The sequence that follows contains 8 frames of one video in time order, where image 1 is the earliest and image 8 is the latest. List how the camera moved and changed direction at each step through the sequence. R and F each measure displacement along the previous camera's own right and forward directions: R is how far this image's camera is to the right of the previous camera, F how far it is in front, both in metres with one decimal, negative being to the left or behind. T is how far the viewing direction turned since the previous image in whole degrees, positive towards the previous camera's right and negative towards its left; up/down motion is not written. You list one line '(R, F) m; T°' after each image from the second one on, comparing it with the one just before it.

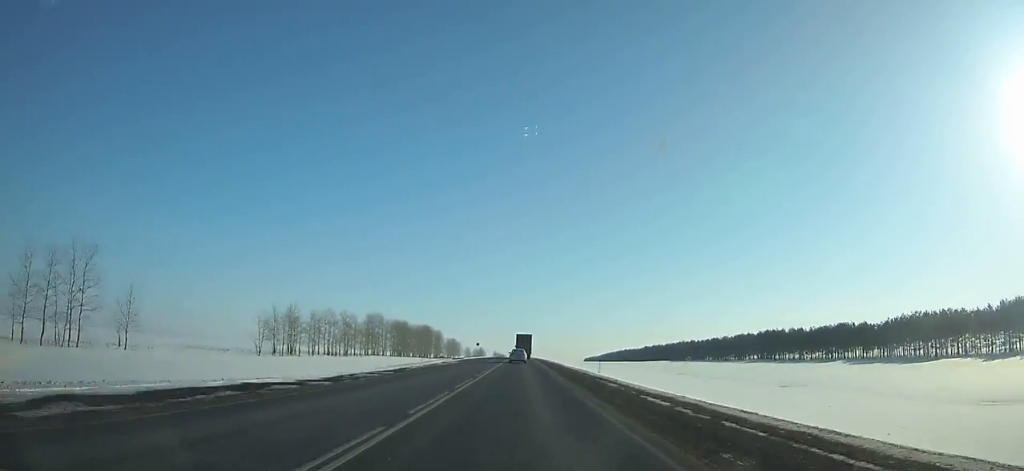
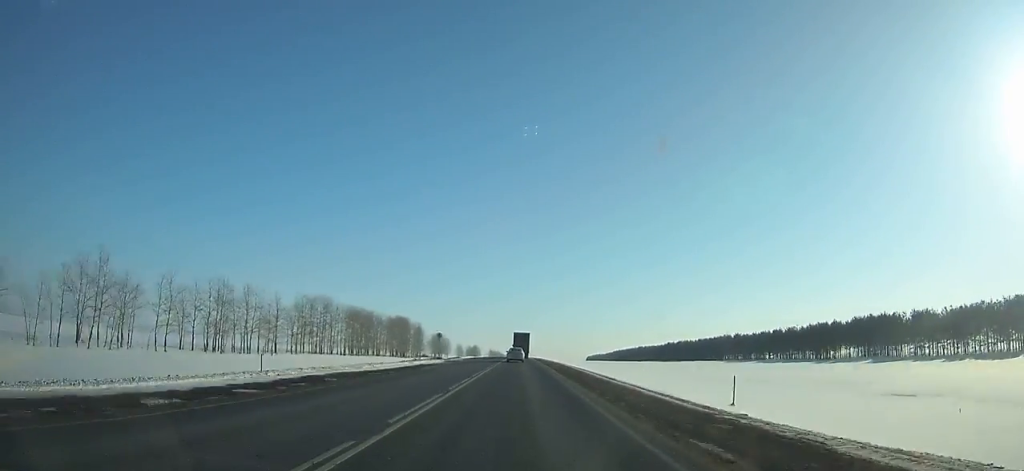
(0.0, +57.0) m; 0°
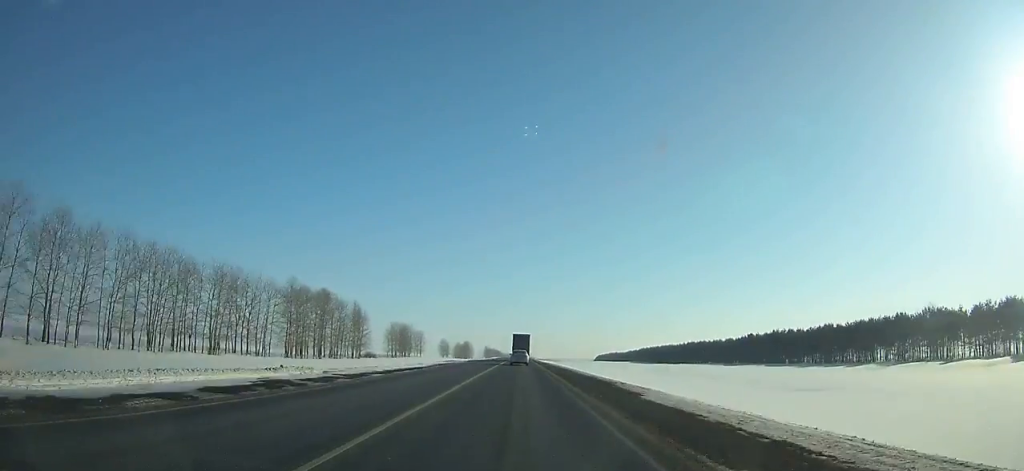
(-0.1, +103.3) m; 0°
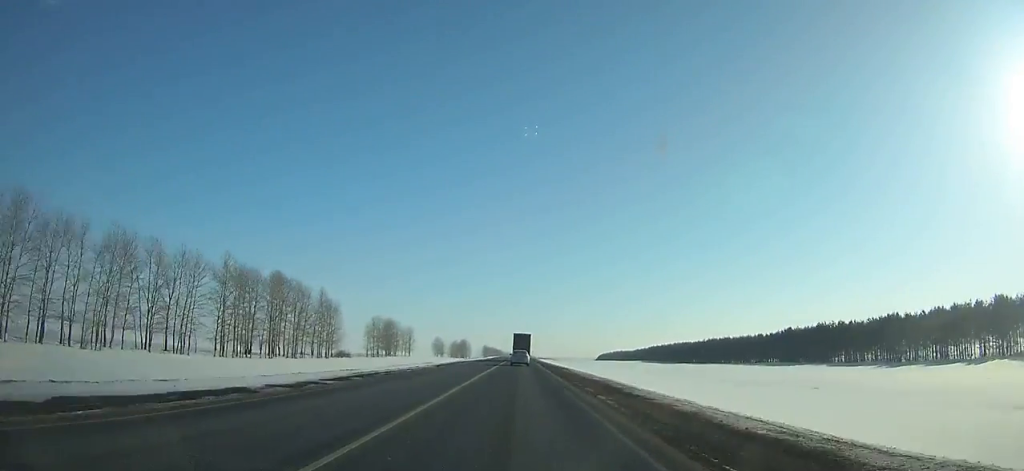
(+0.1, +27.7) m; 0°
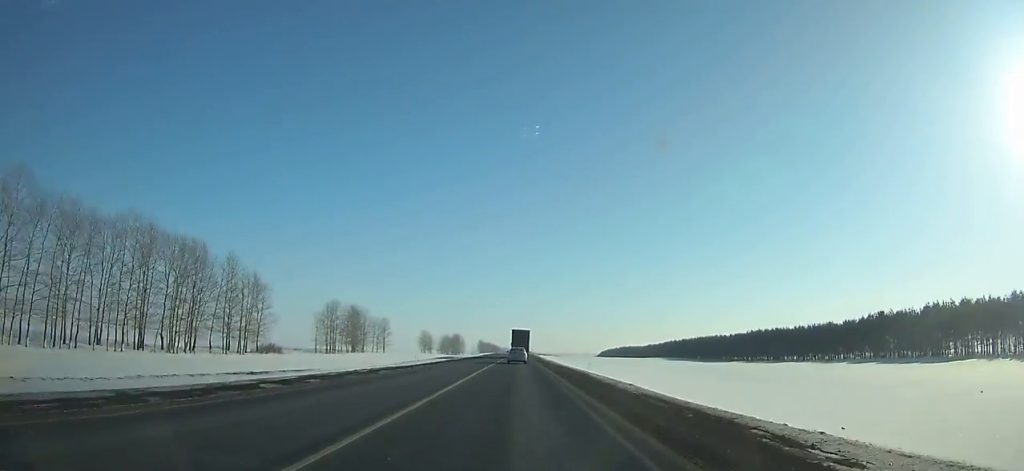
(+0.1, +43.8) m; 0°
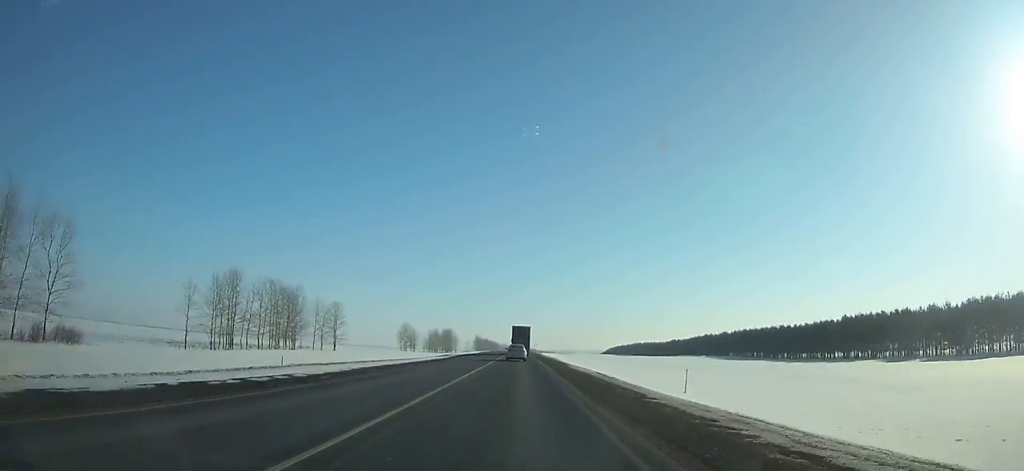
(0.0, +55.3) m; 0°
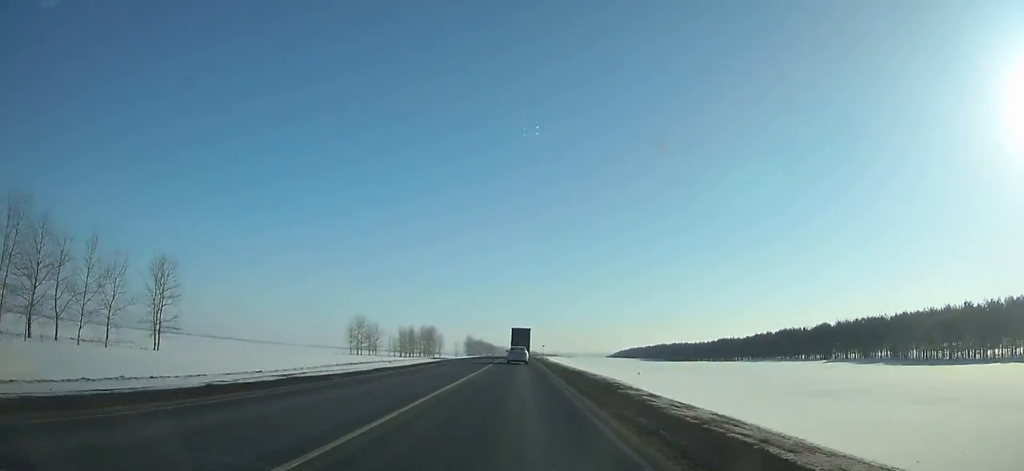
(-0.2, +76.0) m; 0°
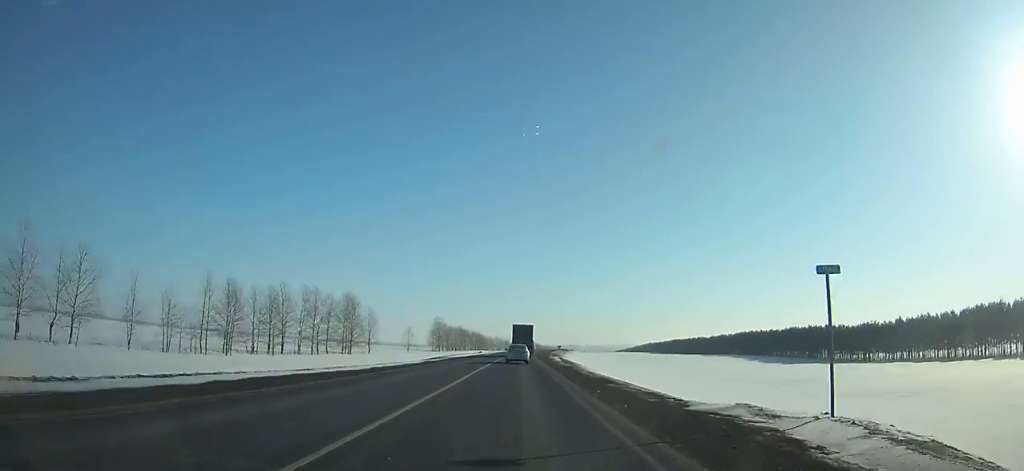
(+0.4, +148.3) m; +1°
